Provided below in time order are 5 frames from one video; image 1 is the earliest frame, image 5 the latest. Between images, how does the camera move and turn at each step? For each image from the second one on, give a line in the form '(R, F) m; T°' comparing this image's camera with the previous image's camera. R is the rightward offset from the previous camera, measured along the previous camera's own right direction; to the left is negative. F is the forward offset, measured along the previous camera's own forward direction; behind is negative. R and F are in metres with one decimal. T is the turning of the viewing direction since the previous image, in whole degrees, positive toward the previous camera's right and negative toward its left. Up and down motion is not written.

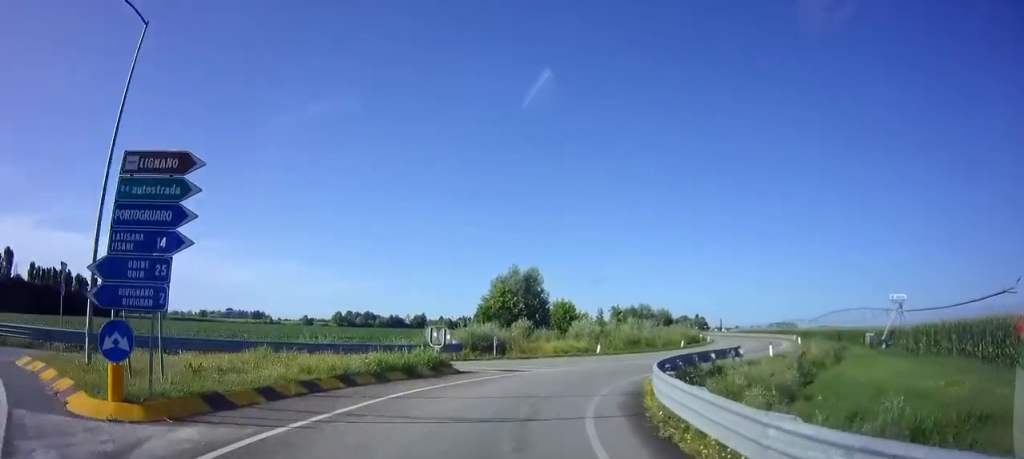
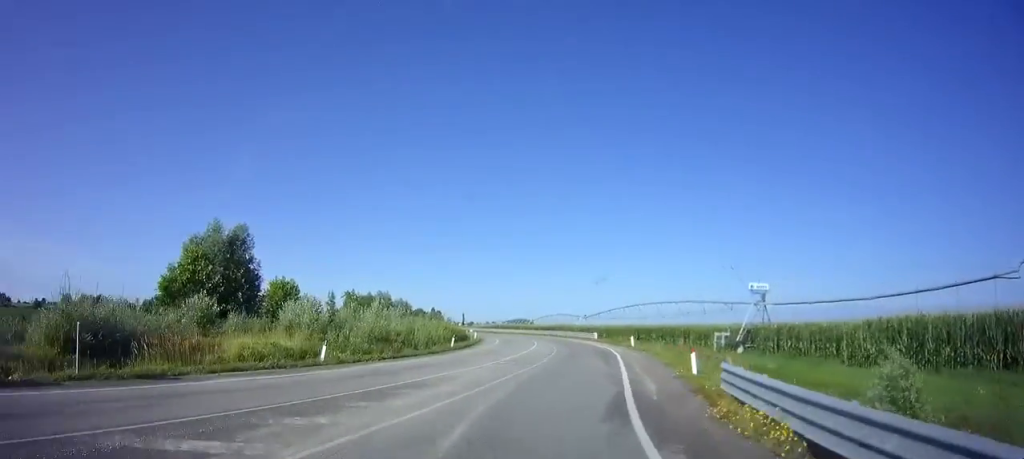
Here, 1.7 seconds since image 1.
(+4.4, +18.5) m; +26°
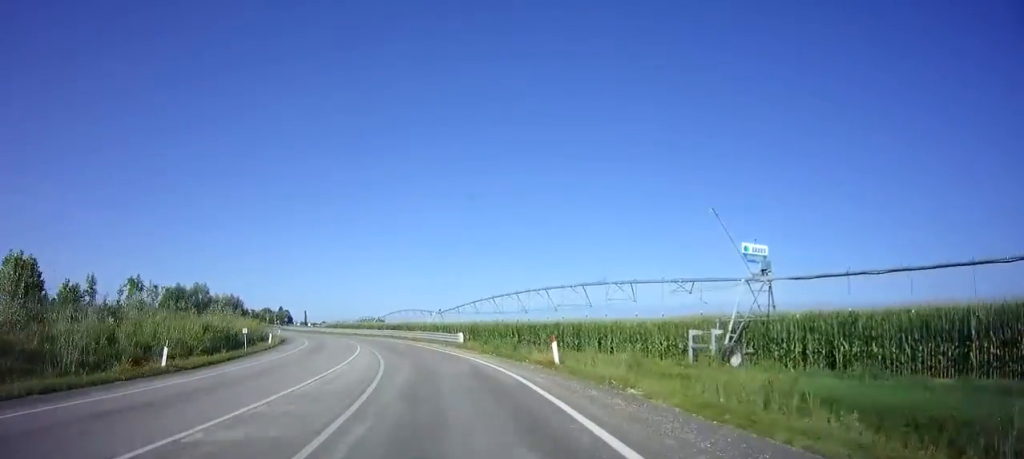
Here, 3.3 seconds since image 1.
(+2.7, +20.5) m; +8°
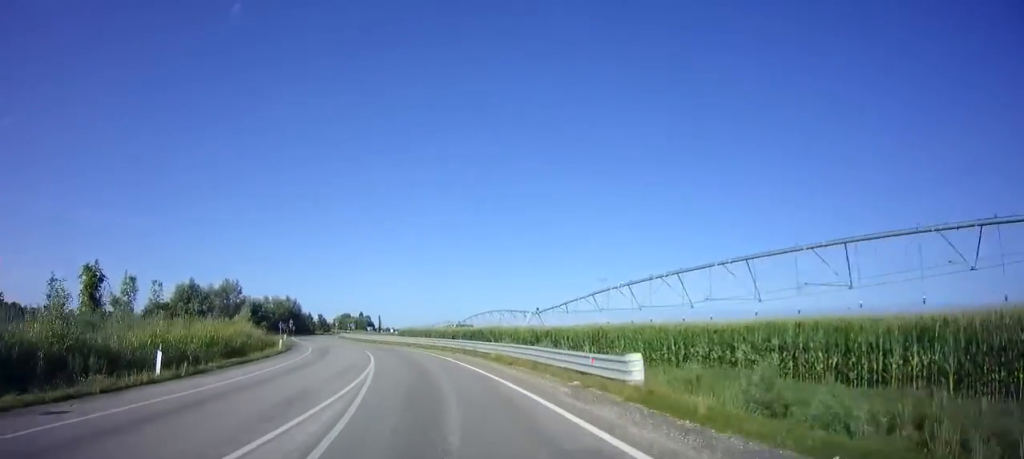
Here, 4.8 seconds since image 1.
(-1.4, +21.6) m; -8°
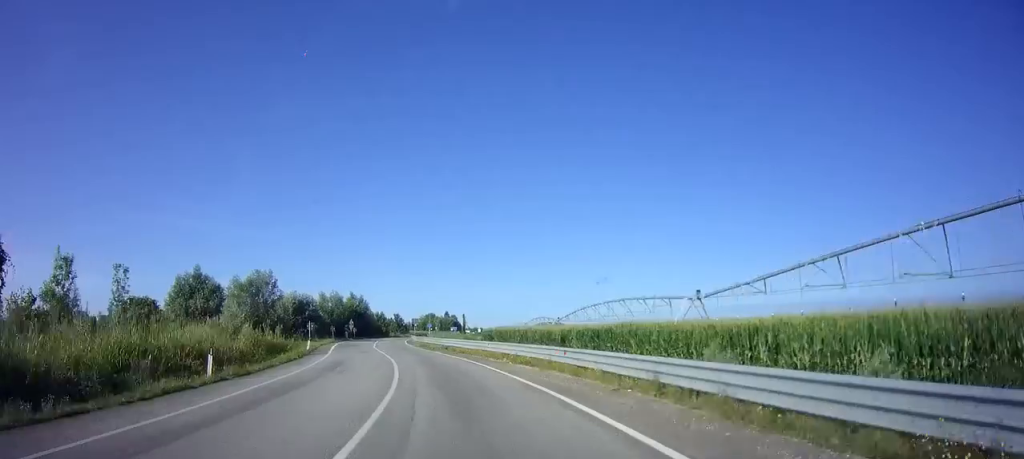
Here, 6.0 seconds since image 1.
(-1.4, +19.1) m; -9°
